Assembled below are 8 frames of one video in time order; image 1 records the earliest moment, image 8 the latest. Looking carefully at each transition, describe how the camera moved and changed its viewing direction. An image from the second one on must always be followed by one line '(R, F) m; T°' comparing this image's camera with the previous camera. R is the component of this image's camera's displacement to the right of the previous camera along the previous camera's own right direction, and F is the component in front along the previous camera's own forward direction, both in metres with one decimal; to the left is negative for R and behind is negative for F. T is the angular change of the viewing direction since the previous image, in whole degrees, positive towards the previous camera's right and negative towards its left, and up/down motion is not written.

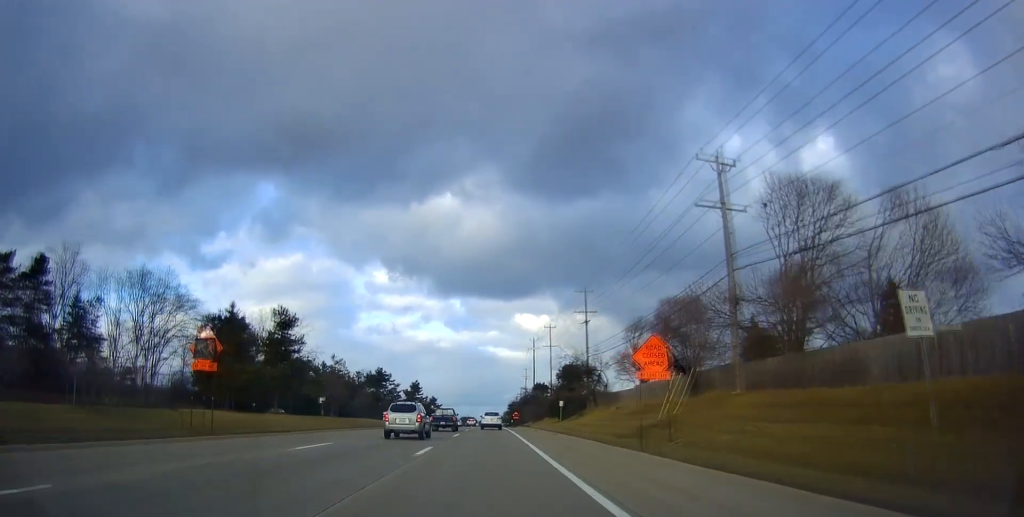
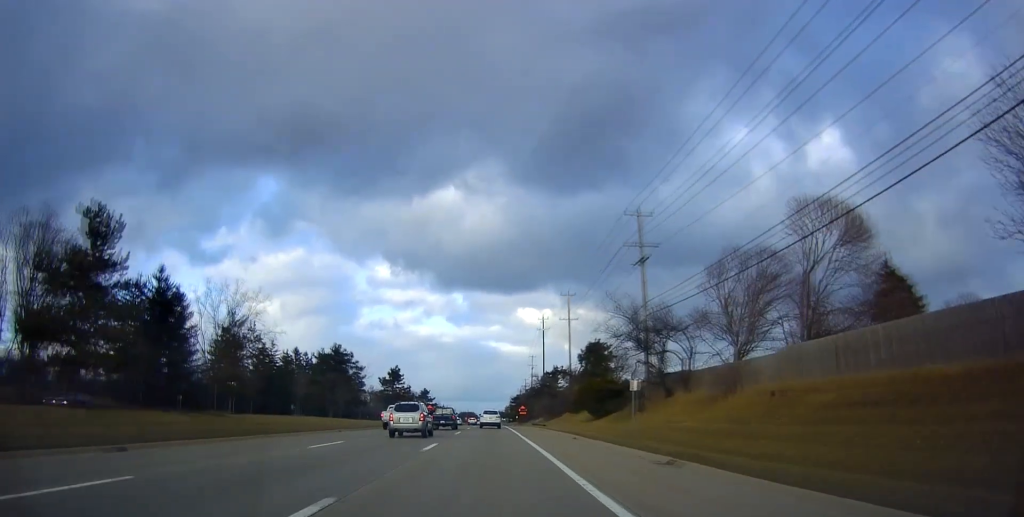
(0.0, +28.7) m; +1°
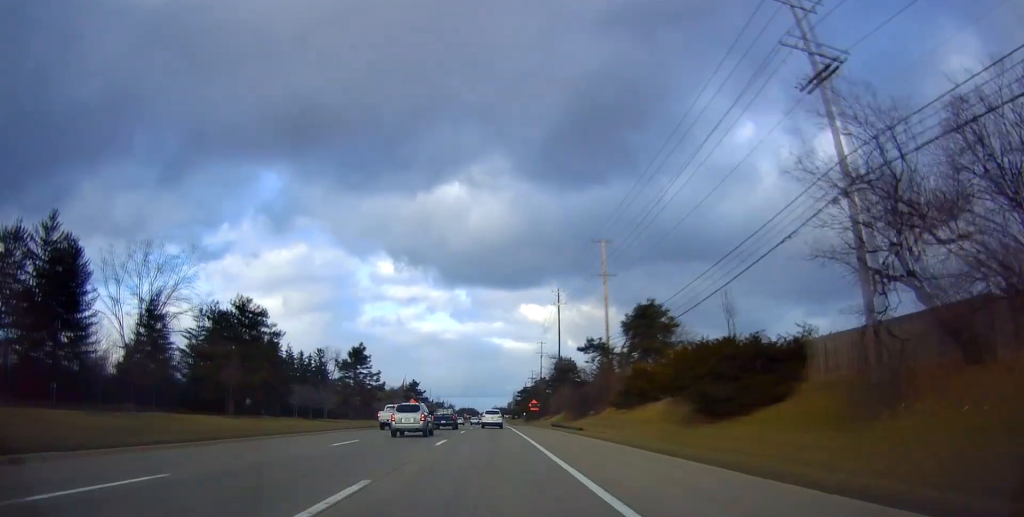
(+0.3, +29.3) m; 0°
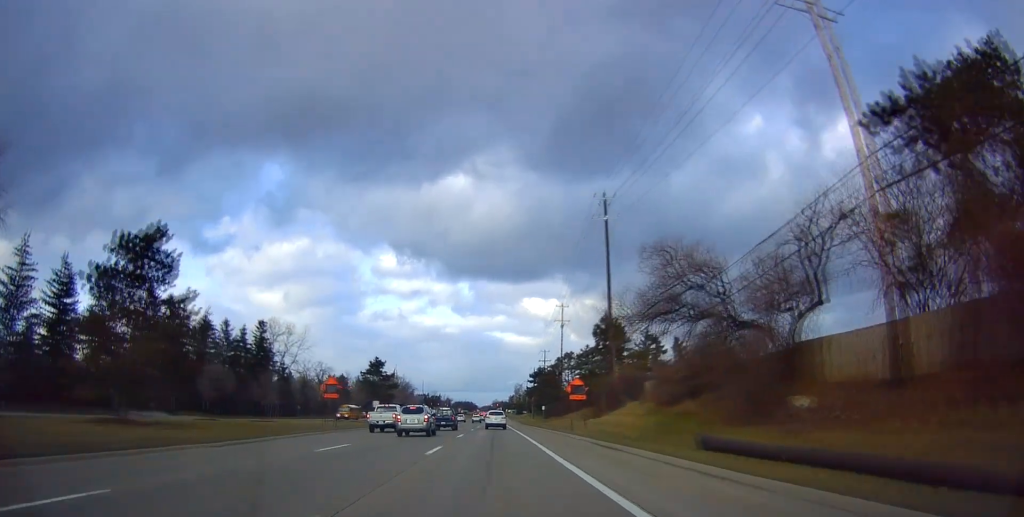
(-0.3, +48.1) m; 0°
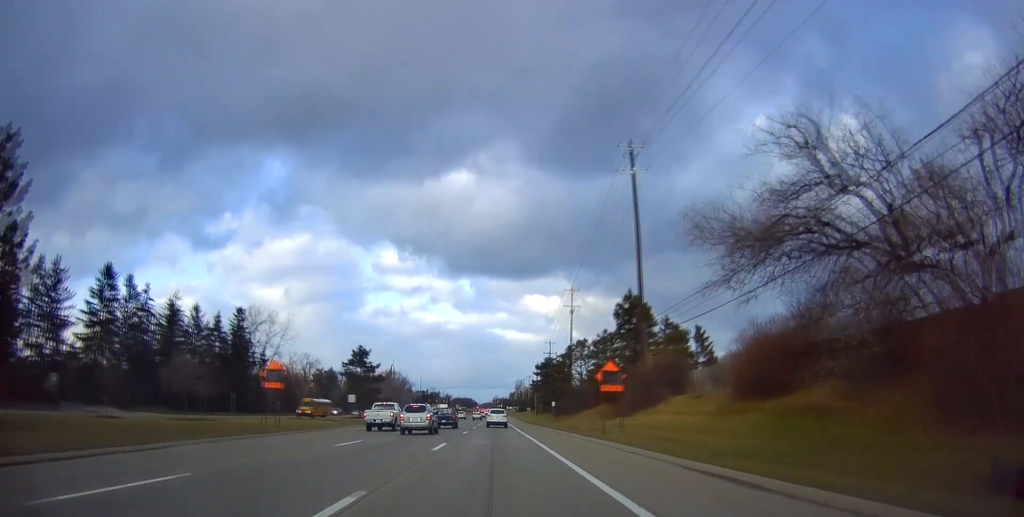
(+0.2, +13.0) m; 0°
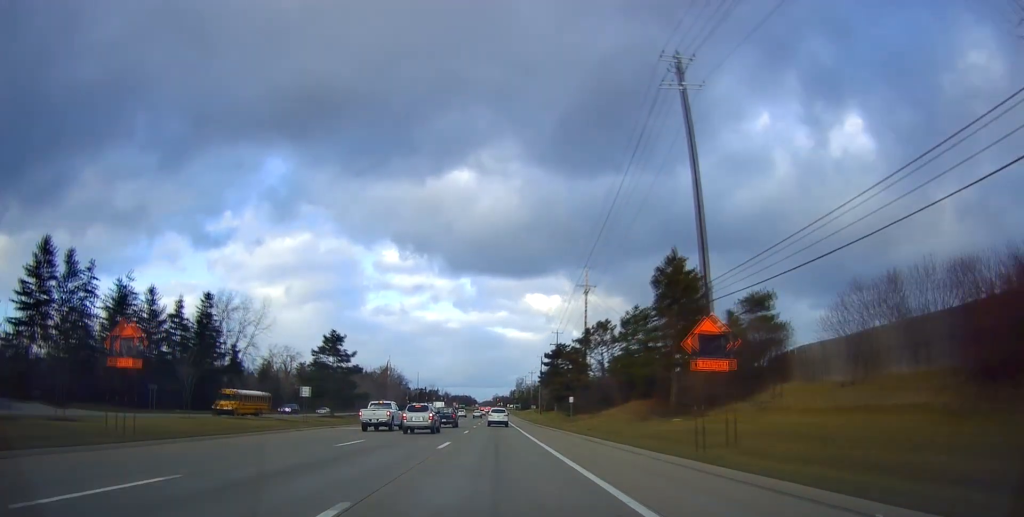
(-0.6, +15.5) m; 0°
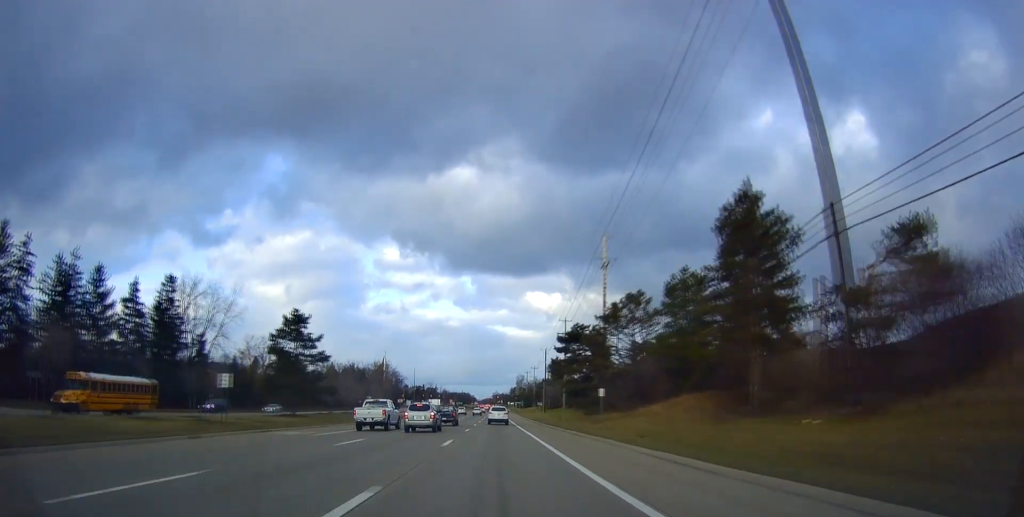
(+0.4, +14.8) m; 0°
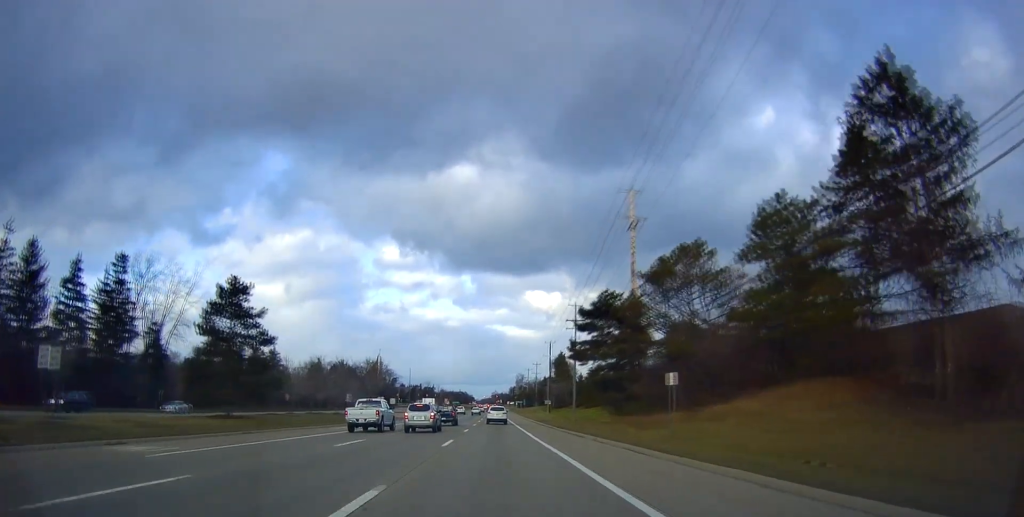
(-0.1, +15.3) m; -1°
